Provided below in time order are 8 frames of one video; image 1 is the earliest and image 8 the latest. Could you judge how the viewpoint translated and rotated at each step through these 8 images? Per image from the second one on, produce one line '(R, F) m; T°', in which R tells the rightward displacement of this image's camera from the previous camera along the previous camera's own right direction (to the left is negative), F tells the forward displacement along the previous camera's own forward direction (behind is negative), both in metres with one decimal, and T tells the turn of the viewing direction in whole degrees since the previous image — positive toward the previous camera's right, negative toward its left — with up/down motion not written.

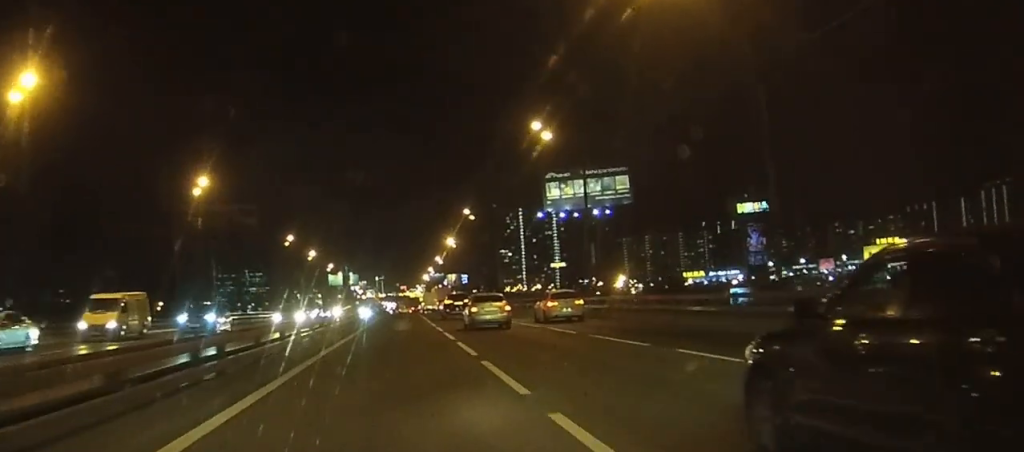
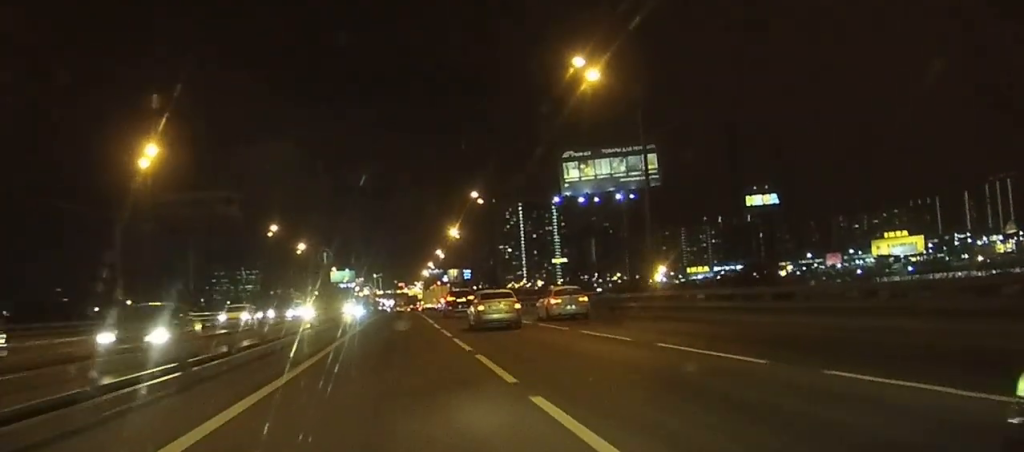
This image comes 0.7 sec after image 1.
(0.0, +14.4) m; 0°
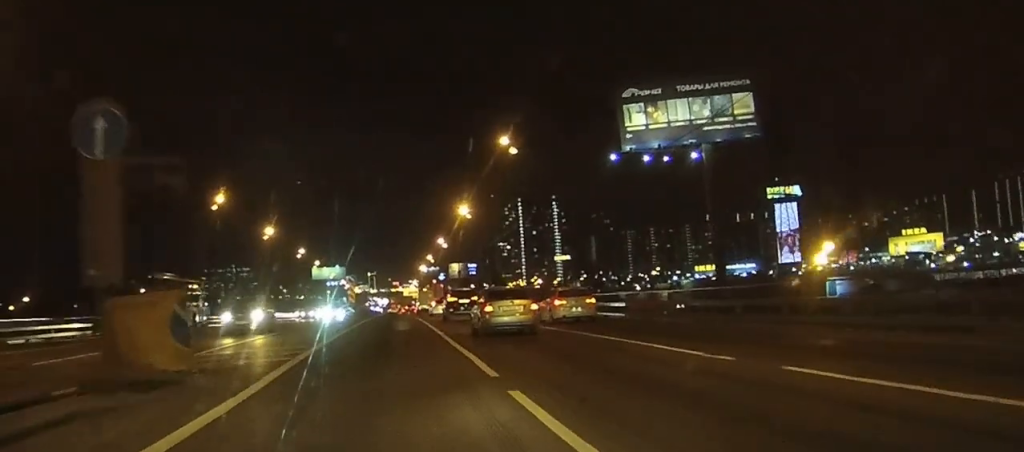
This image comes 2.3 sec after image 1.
(0.0, +30.9) m; 0°
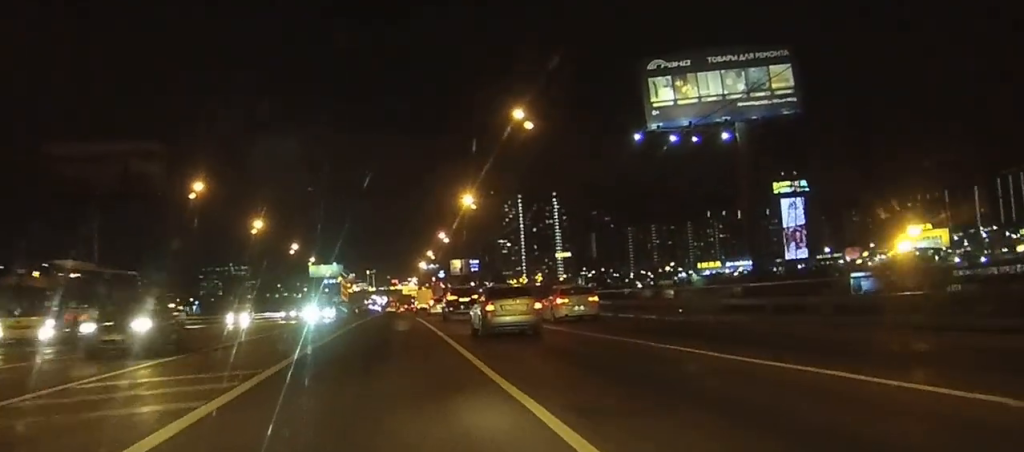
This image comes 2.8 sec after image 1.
(0.0, +8.3) m; 0°
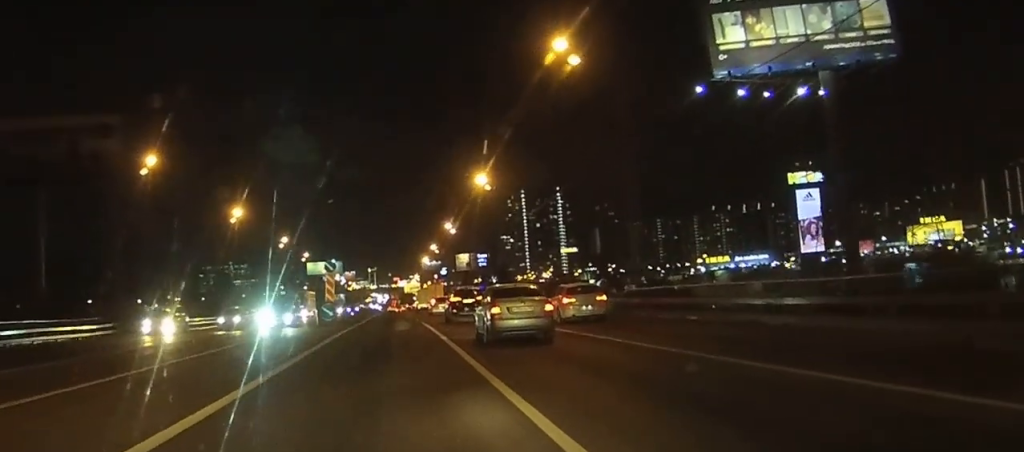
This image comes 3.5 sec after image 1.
(0.0, +14.6) m; 0°
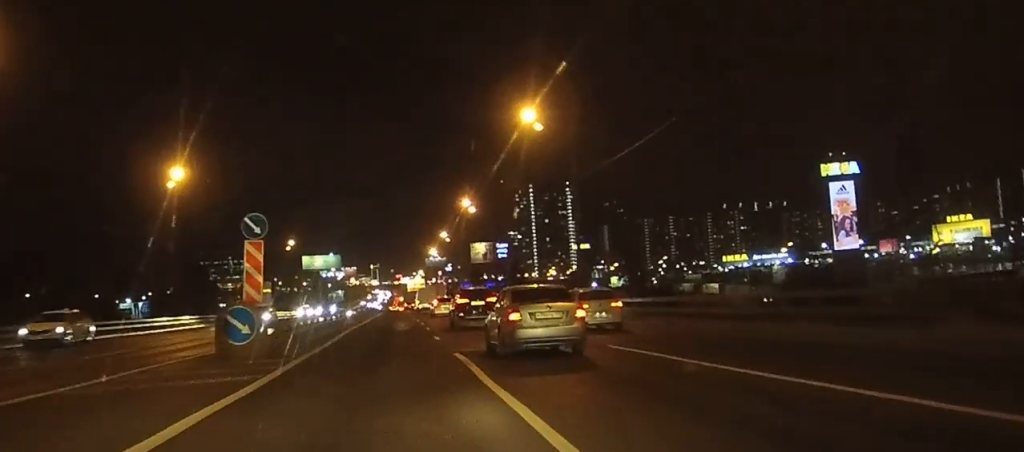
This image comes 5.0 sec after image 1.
(-0.1, +27.6) m; -1°
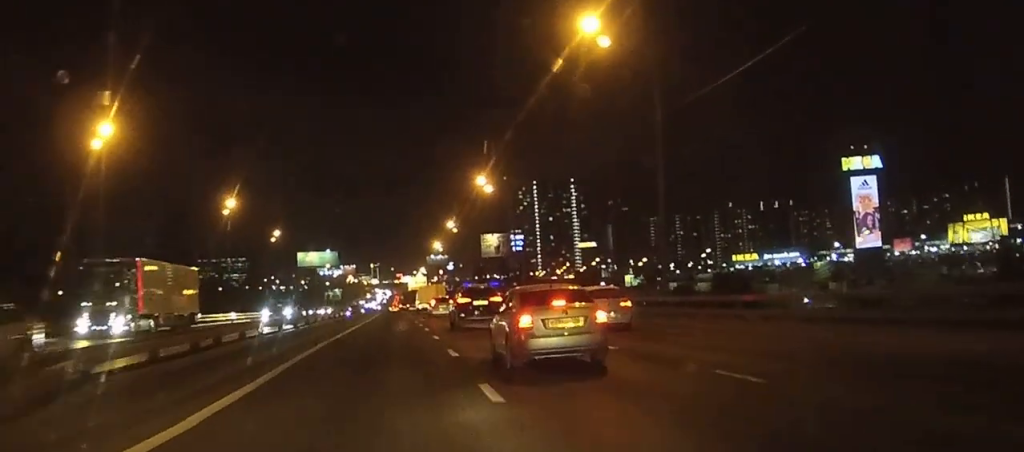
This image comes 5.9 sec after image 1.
(-0.1, +17.4) m; 0°
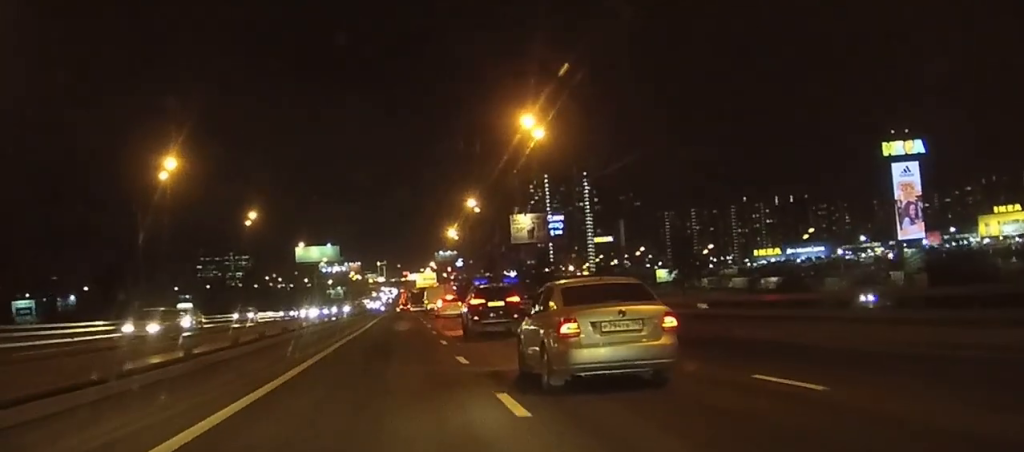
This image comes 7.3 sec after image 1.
(0.0, +25.8) m; 0°
